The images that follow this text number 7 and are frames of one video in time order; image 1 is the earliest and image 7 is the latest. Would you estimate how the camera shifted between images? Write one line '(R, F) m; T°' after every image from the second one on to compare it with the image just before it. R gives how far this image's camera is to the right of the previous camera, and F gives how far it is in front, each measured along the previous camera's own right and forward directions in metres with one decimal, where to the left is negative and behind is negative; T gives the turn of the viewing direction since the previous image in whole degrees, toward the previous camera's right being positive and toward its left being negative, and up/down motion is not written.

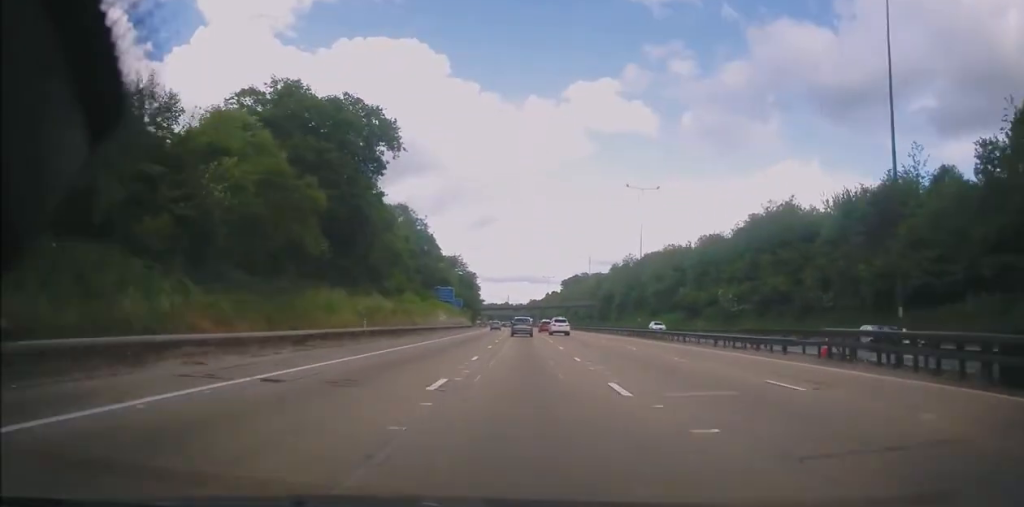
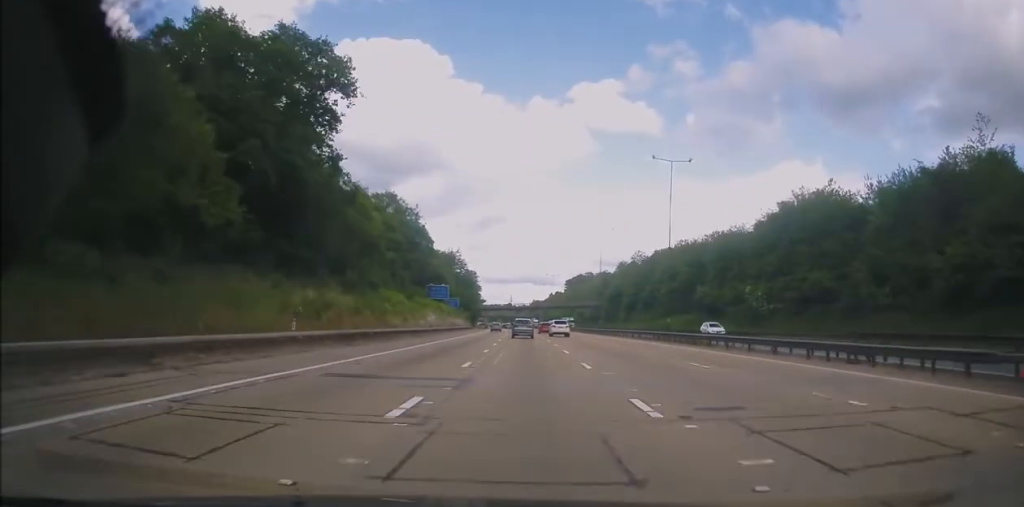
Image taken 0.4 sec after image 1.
(+0.1, +11.6) m; 0°
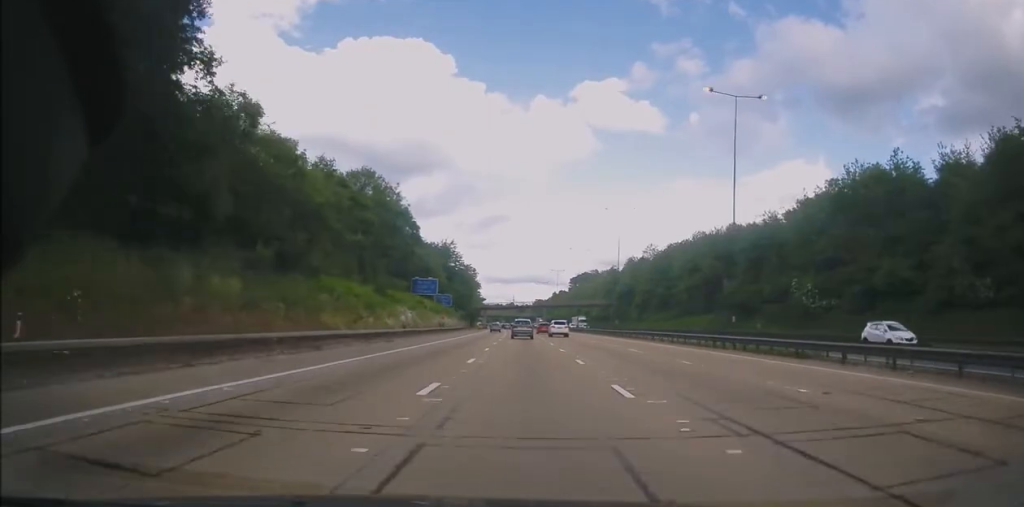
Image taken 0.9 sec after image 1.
(-0.3, +15.5) m; -1°
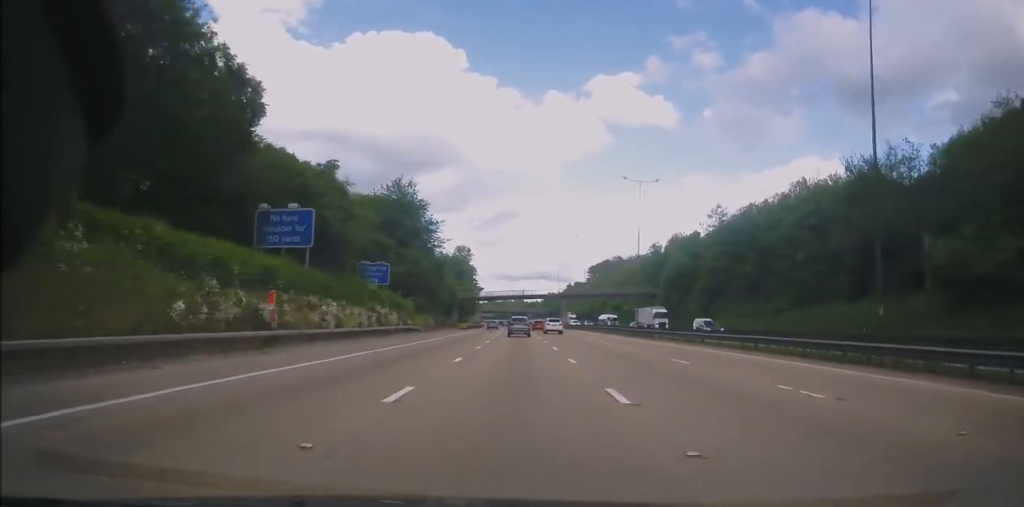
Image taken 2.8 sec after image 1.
(-0.5, +54.8) m; -1°
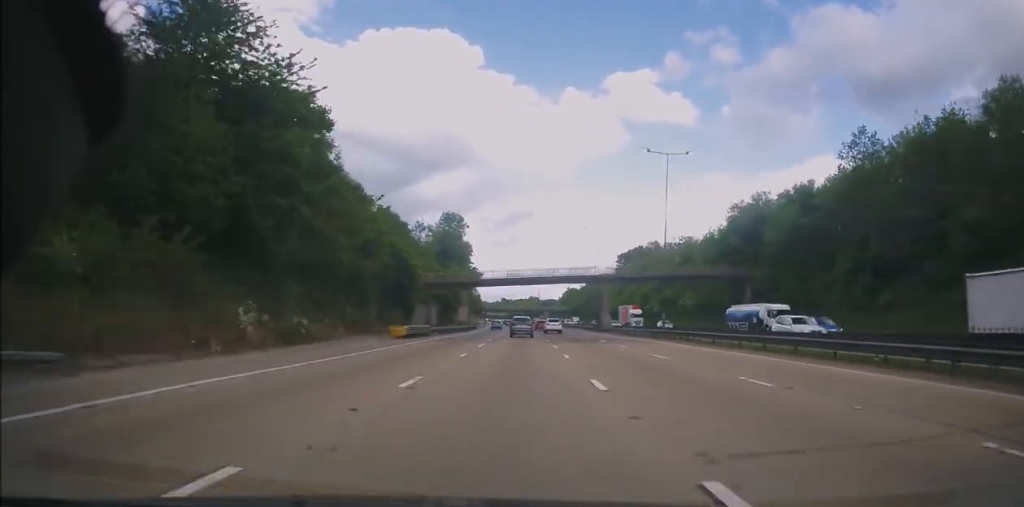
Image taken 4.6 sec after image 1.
(-0.9, +51.8) m; -2°
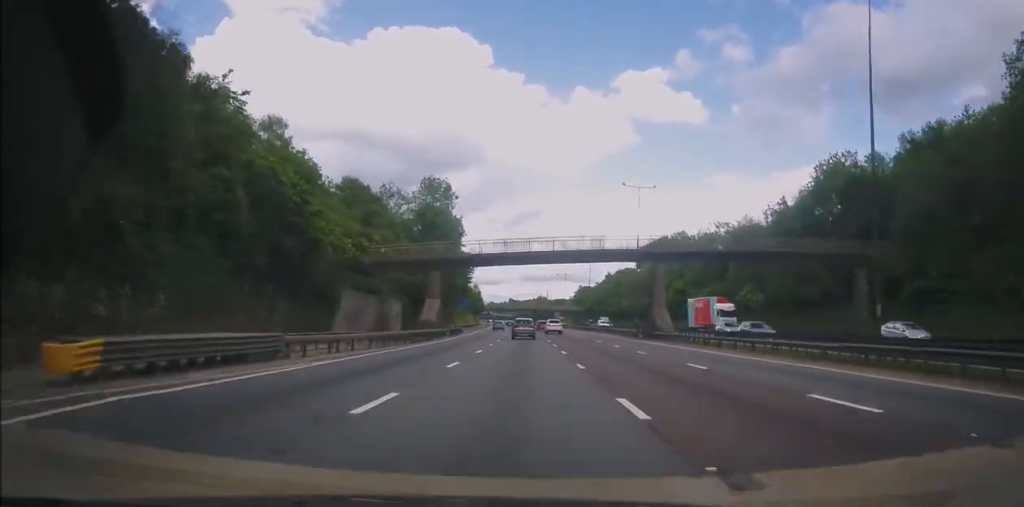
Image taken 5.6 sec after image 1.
(0.0, +30.5) m; 0°
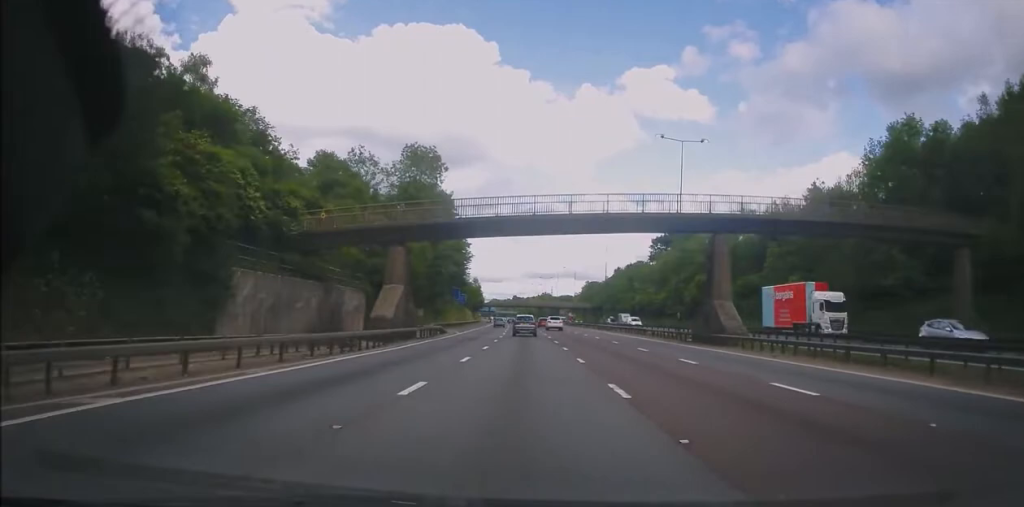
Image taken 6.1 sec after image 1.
(0.0, +15.8) m; -1°
